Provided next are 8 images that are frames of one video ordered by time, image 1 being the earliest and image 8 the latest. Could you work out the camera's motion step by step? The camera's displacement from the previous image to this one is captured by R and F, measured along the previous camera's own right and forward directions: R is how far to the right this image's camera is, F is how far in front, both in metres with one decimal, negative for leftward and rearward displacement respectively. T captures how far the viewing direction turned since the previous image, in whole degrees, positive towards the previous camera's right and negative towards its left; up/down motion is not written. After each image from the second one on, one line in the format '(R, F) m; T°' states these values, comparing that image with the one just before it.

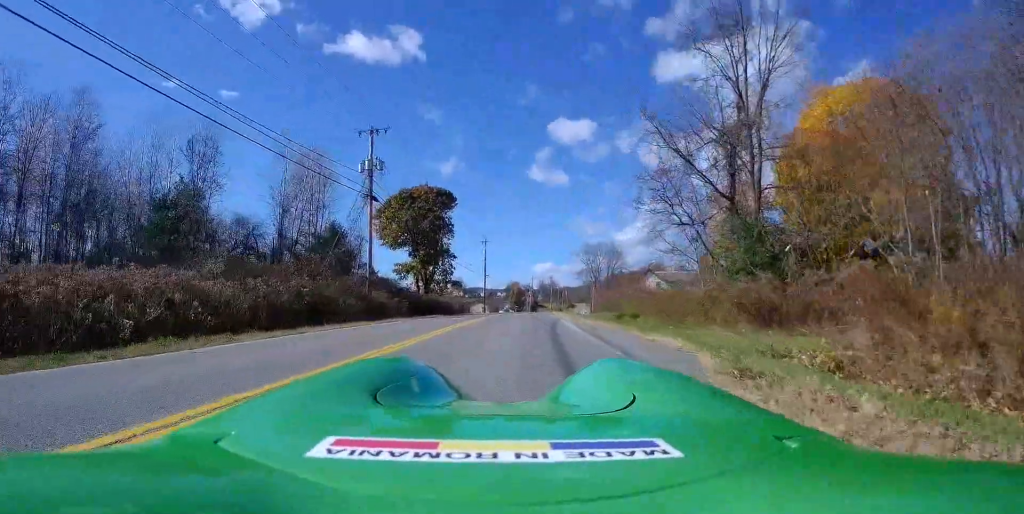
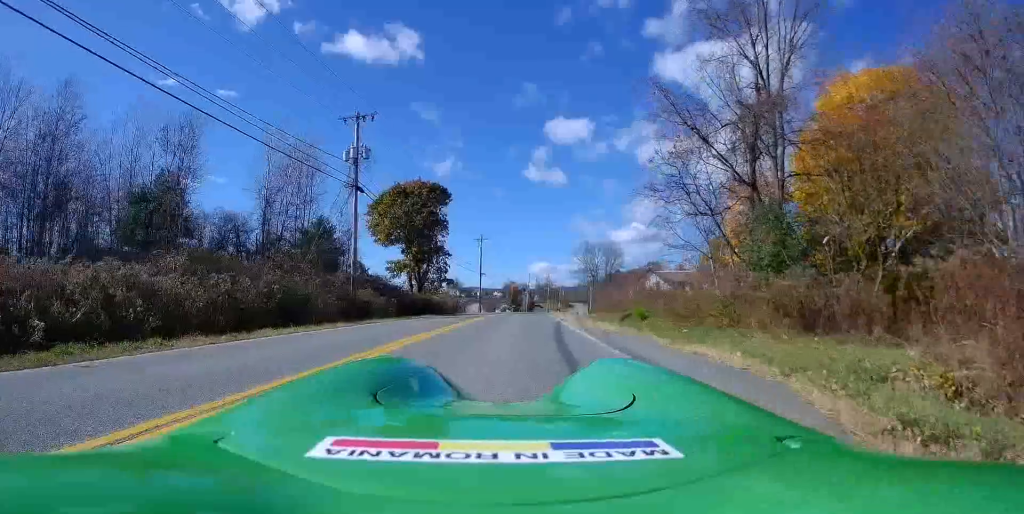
(0.0, +2.7) m; 0°
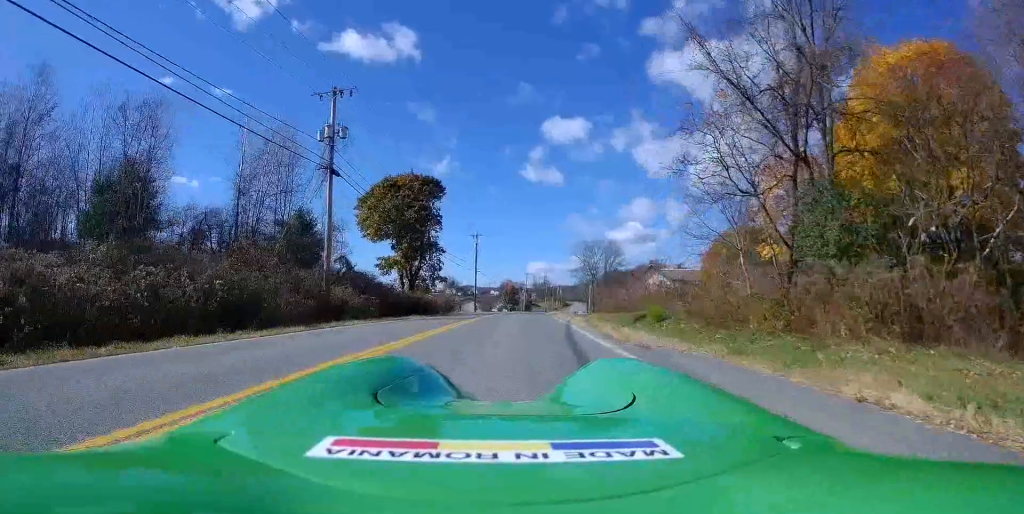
(0.0, +4.0) m; -1°
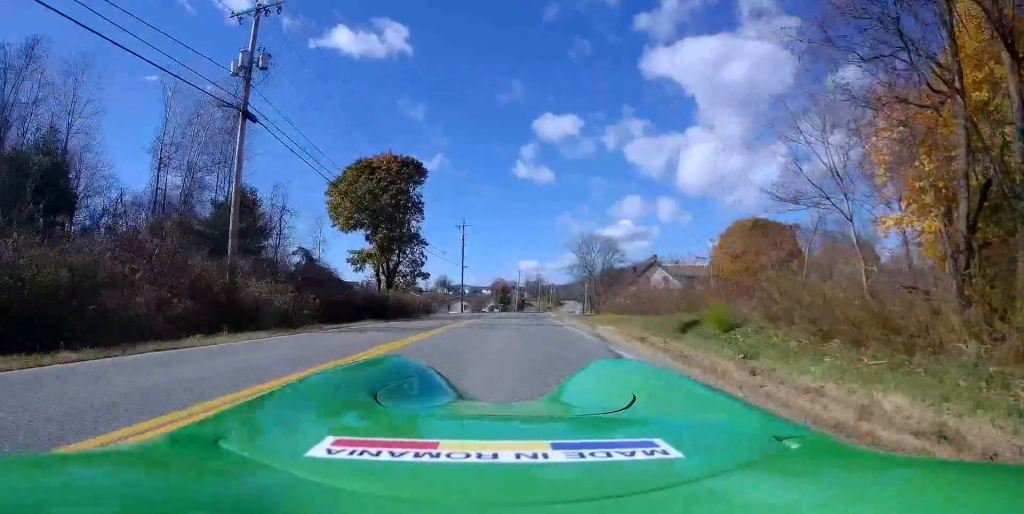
(-0.1, +8.8) m; 0°
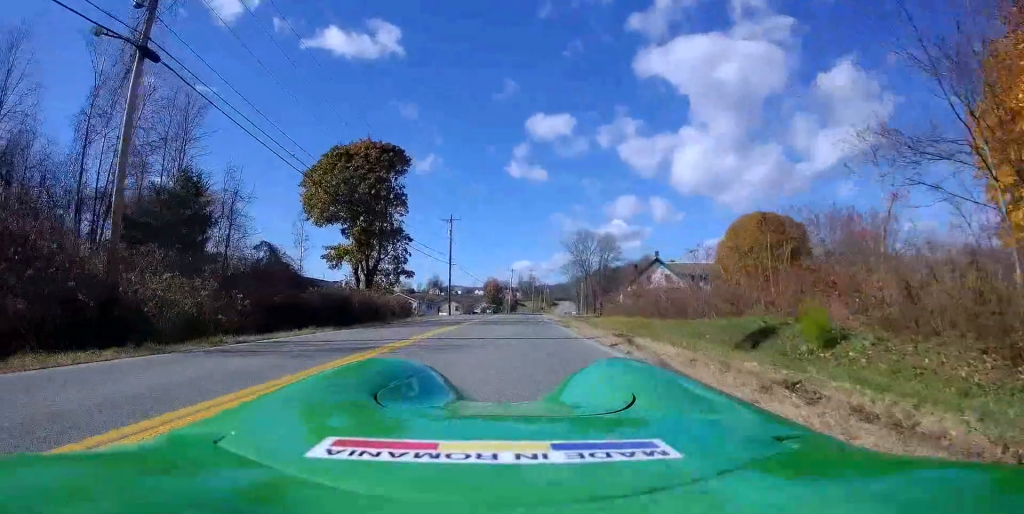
(+0.1, +6.1) m; +1°
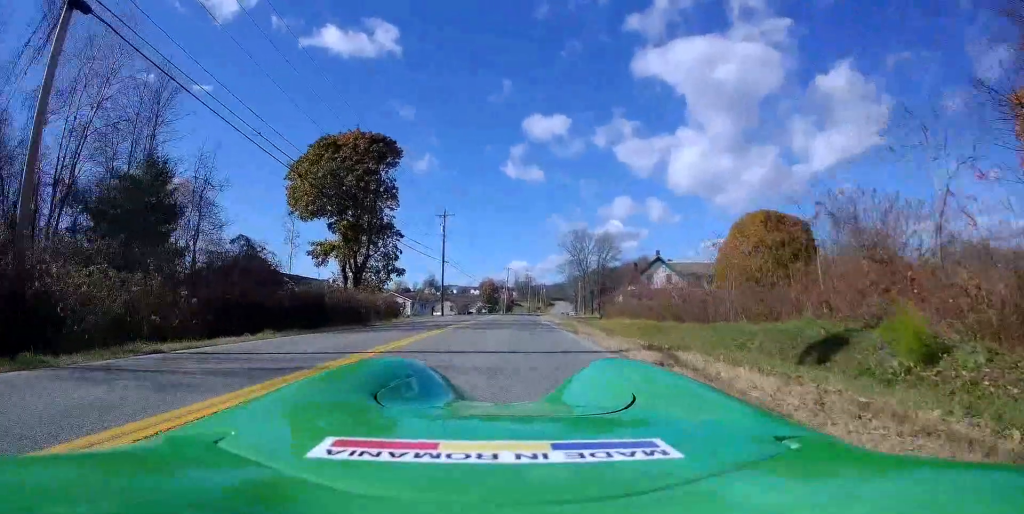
(0.0, +3.3) m; +1°
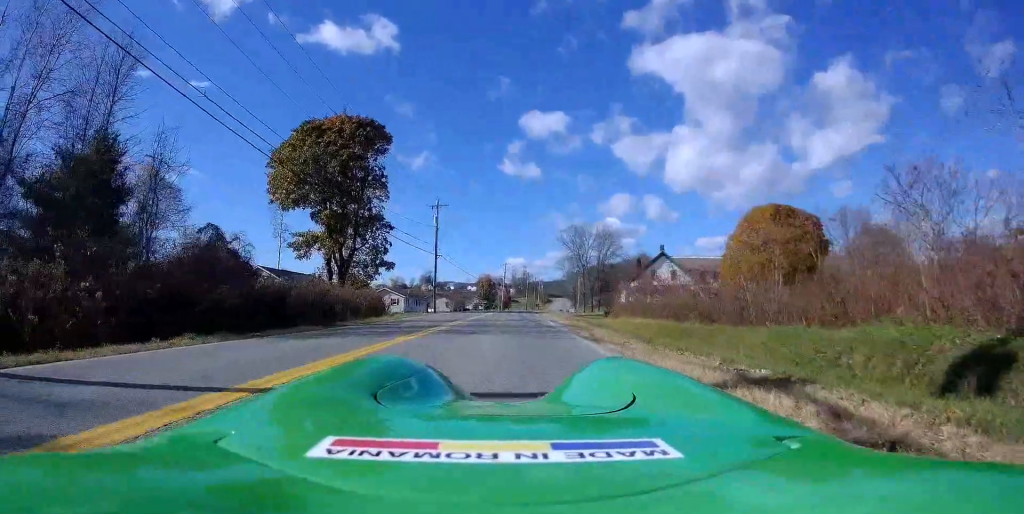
(+0.1, +4.2) m; 0°
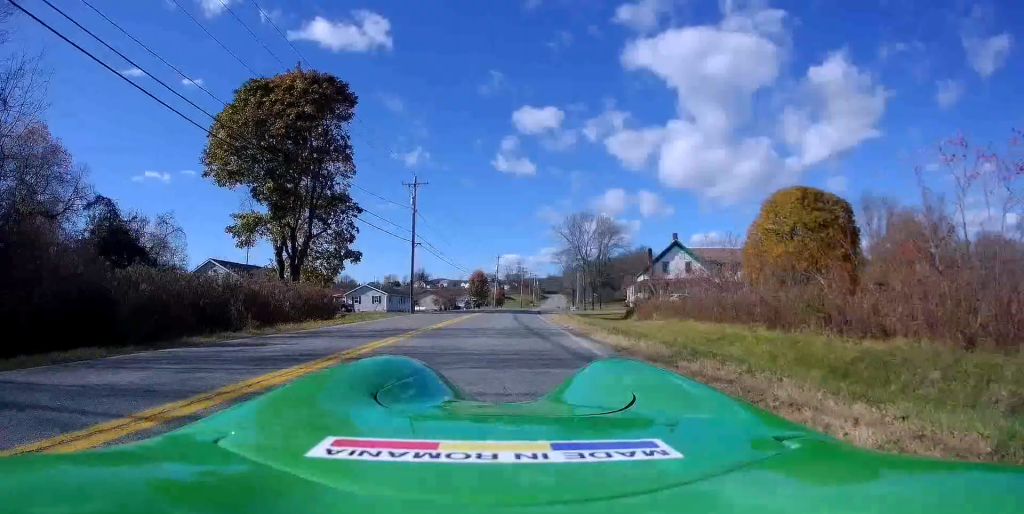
(0.0, +10.3) m; +3°
